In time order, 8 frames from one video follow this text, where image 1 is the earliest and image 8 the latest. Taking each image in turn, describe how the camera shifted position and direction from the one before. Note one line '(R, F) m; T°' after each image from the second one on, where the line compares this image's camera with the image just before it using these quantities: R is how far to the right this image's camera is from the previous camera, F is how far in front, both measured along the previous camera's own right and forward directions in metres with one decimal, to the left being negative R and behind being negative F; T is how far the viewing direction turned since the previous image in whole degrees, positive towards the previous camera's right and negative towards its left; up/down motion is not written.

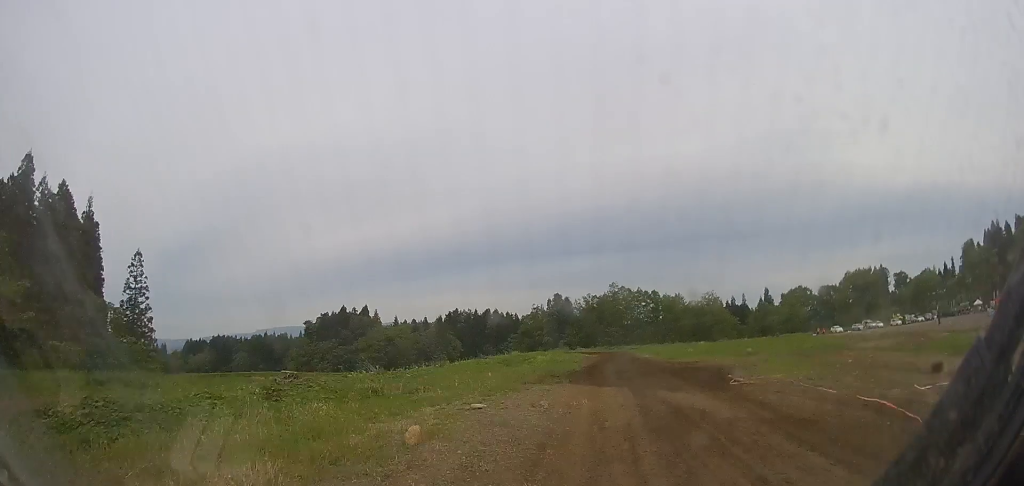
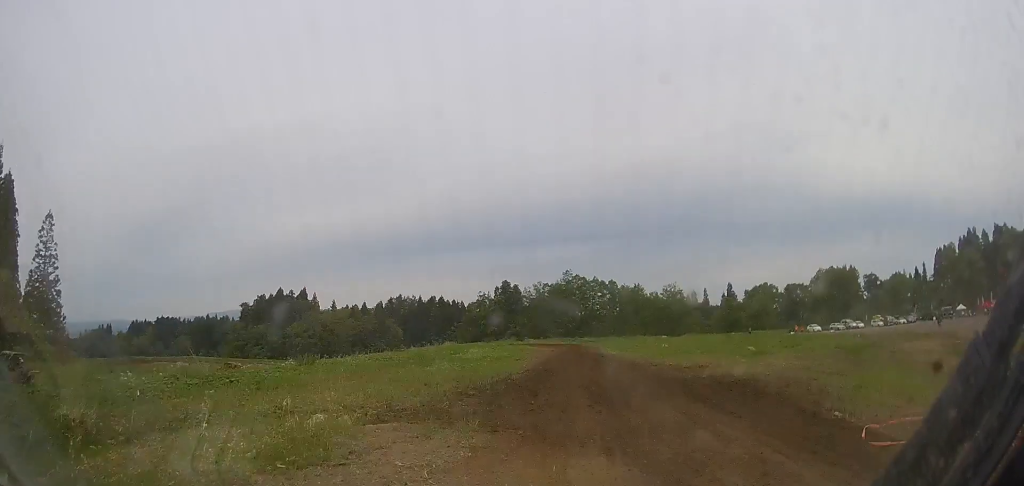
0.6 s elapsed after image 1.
(0.0, +12.1) m; 0°
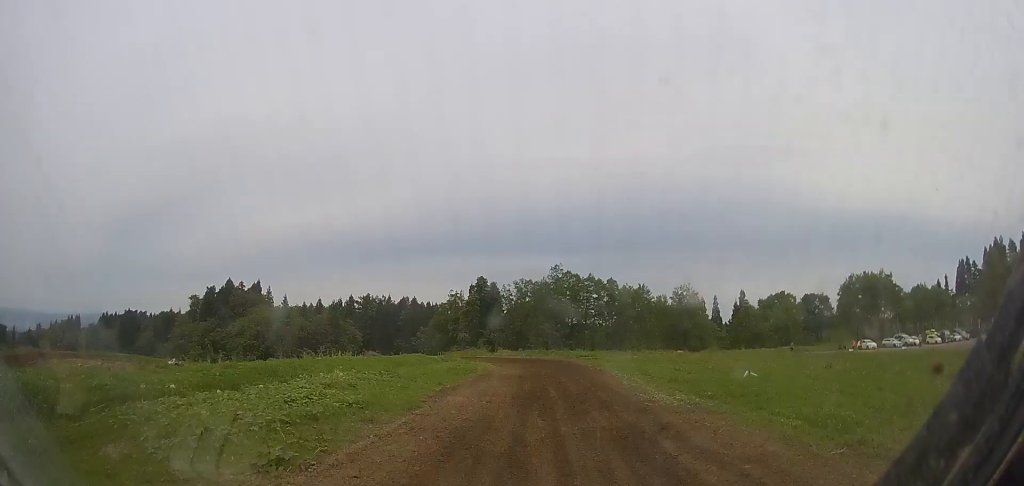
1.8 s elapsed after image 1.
(0.0, +21.2) m; -5°
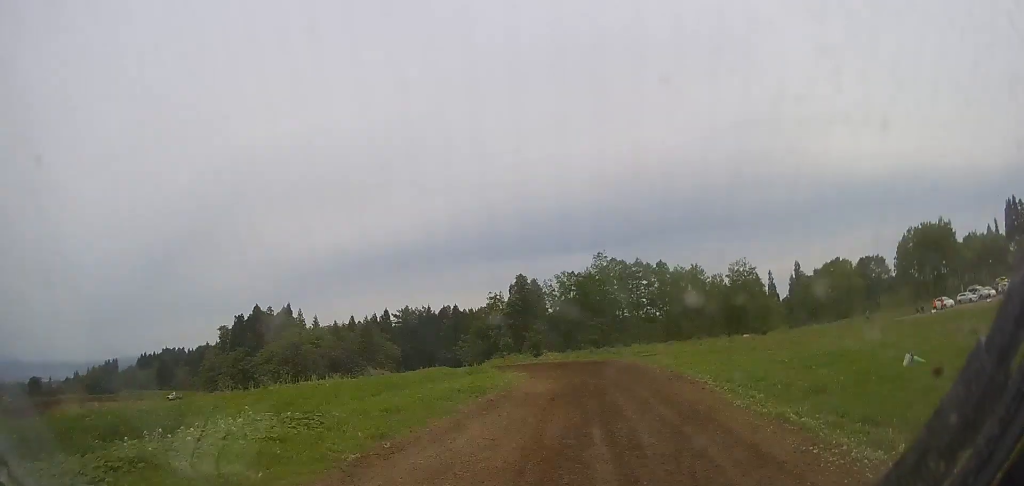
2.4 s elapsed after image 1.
(-0.2, +8.2) m; -5°
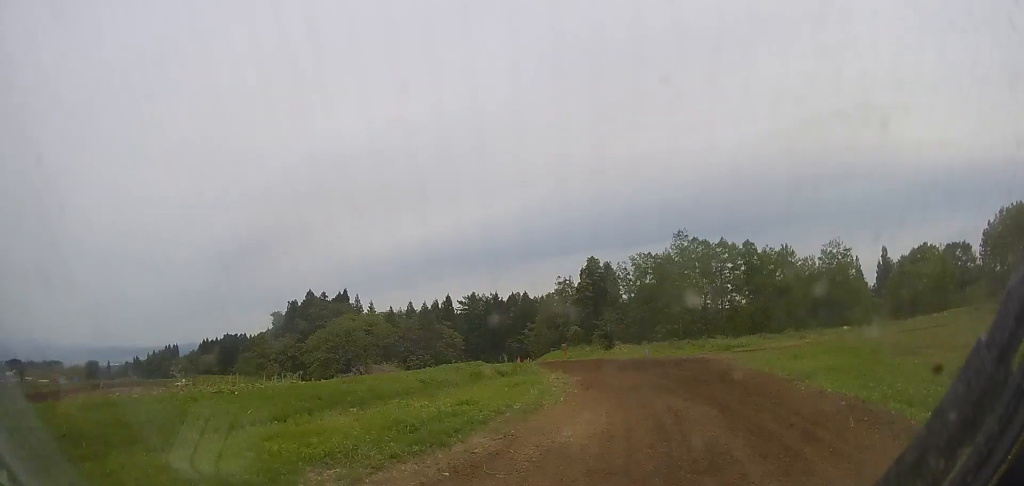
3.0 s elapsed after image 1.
(-1.1, +9.4) m; -7°
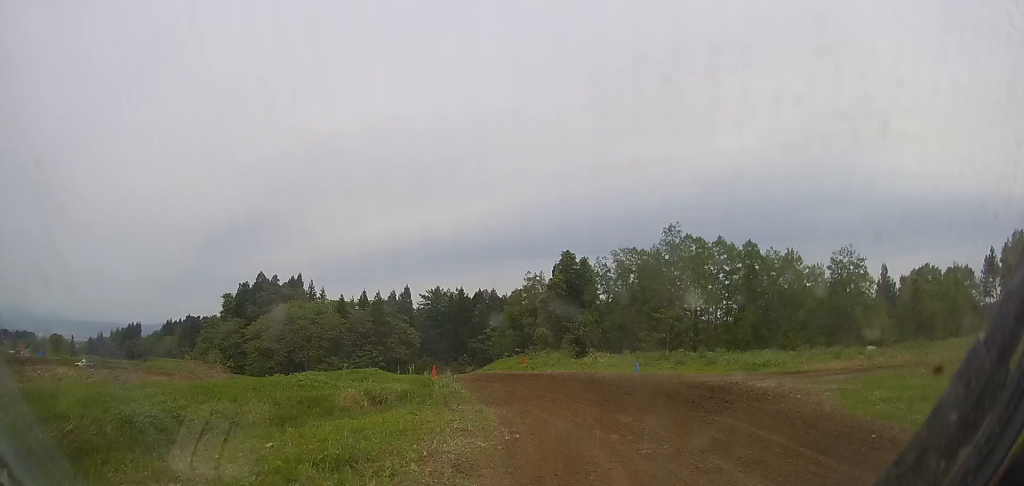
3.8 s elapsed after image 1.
(-0.3, +10.1) m; -2°
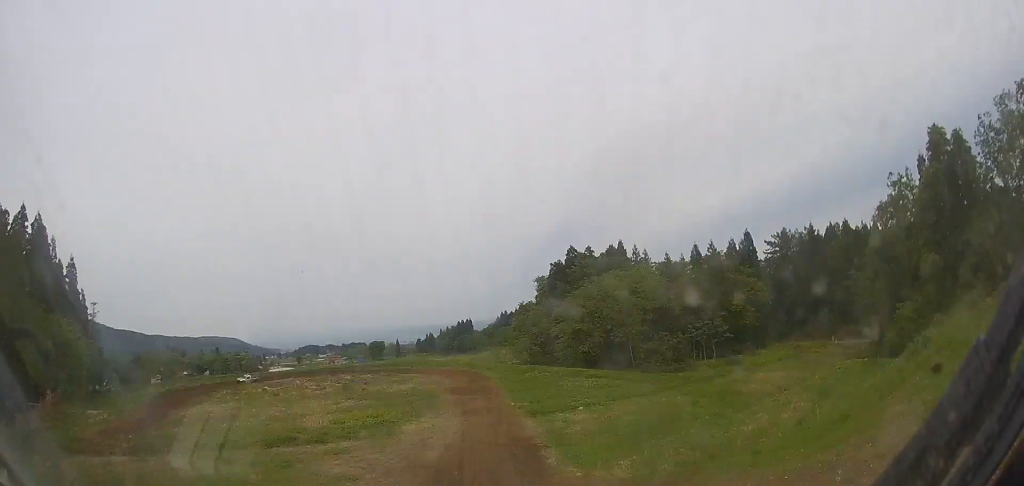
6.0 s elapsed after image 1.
(-1.7, +24.0) m; -24°
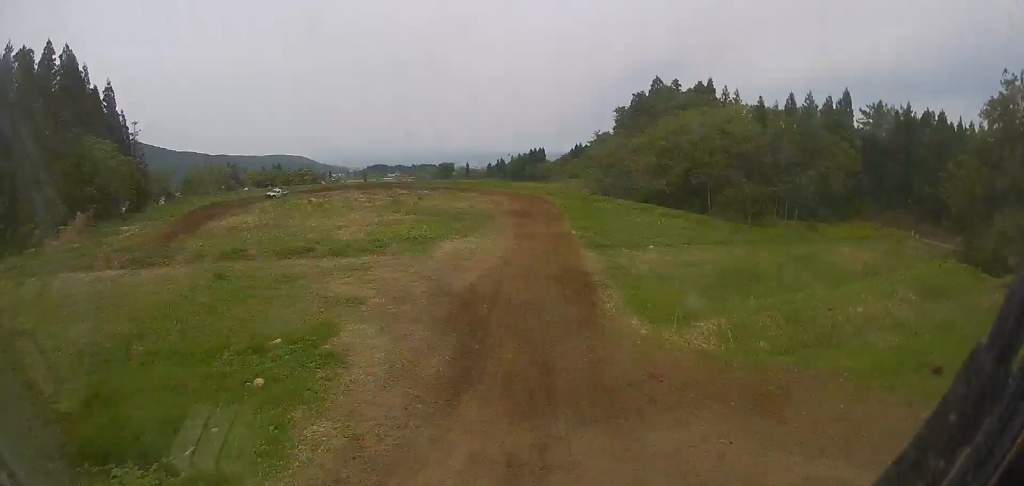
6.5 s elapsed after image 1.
(-1.1, +5.4) m; -10°
